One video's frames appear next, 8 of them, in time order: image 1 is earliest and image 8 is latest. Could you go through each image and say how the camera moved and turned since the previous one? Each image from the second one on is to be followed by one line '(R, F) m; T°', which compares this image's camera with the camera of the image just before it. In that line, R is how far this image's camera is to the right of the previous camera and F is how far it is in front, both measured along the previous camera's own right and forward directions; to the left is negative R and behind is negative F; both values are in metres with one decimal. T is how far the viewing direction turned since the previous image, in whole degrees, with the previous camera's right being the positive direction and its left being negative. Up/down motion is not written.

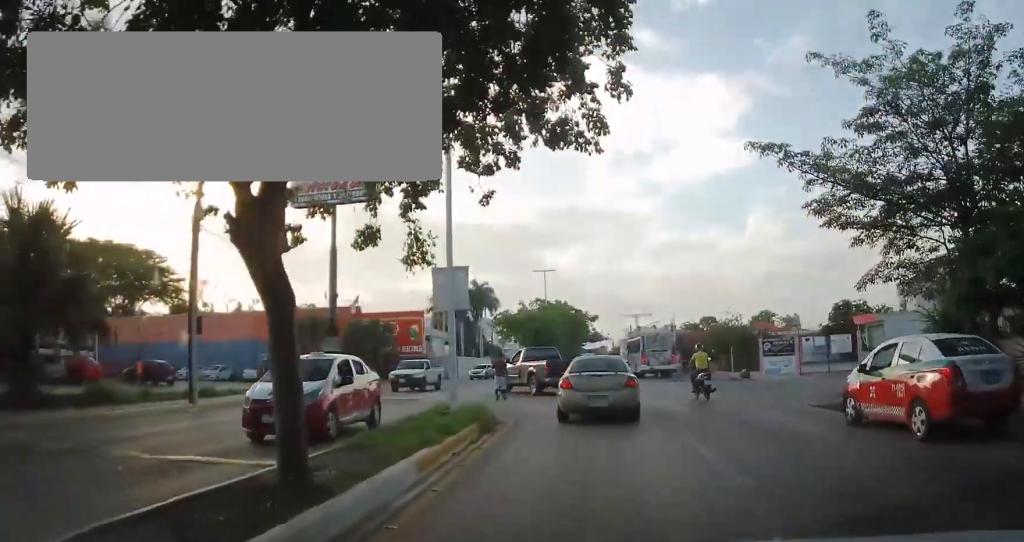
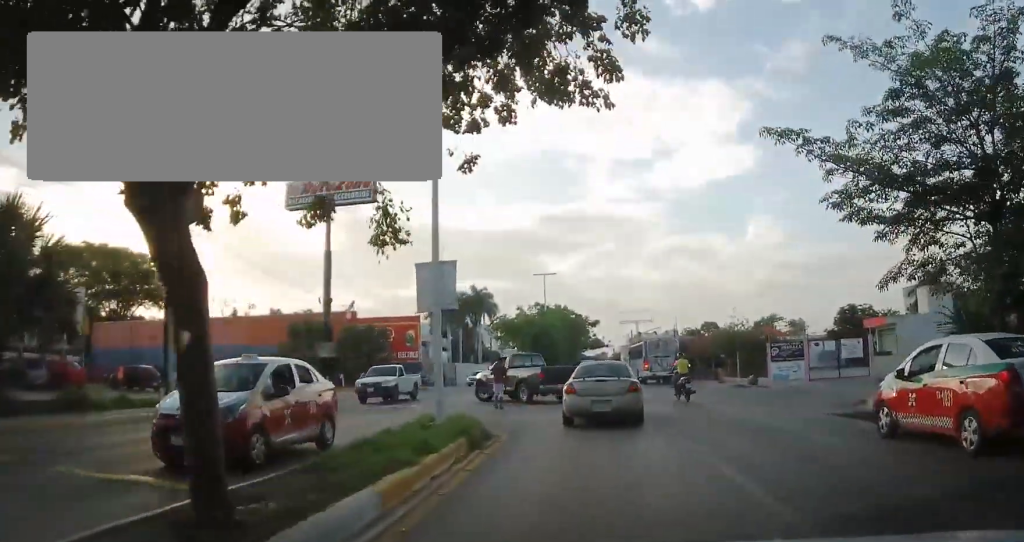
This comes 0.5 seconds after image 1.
(-0.1, +1.4) m; -3°
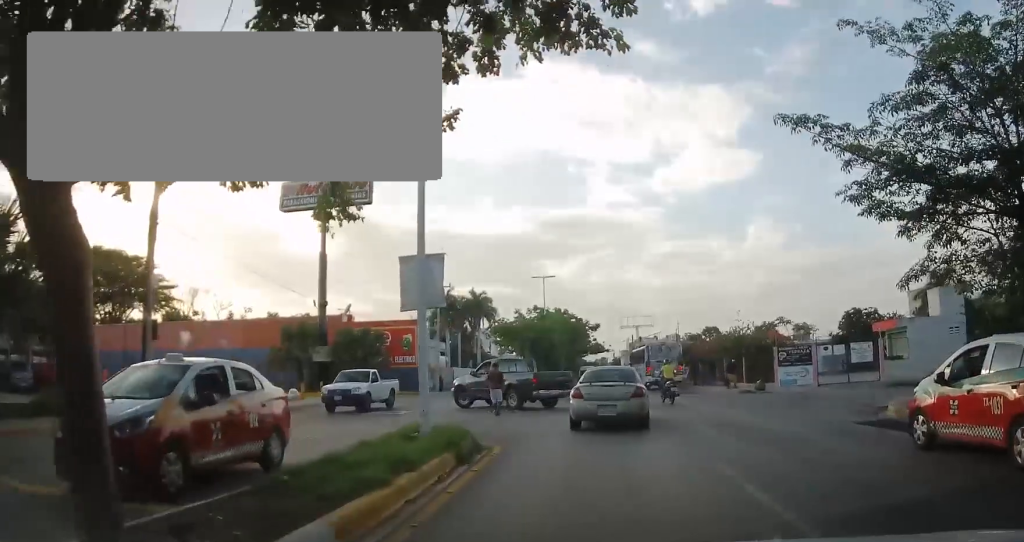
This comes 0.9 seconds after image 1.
(-0.1, +1.1) m; +1°
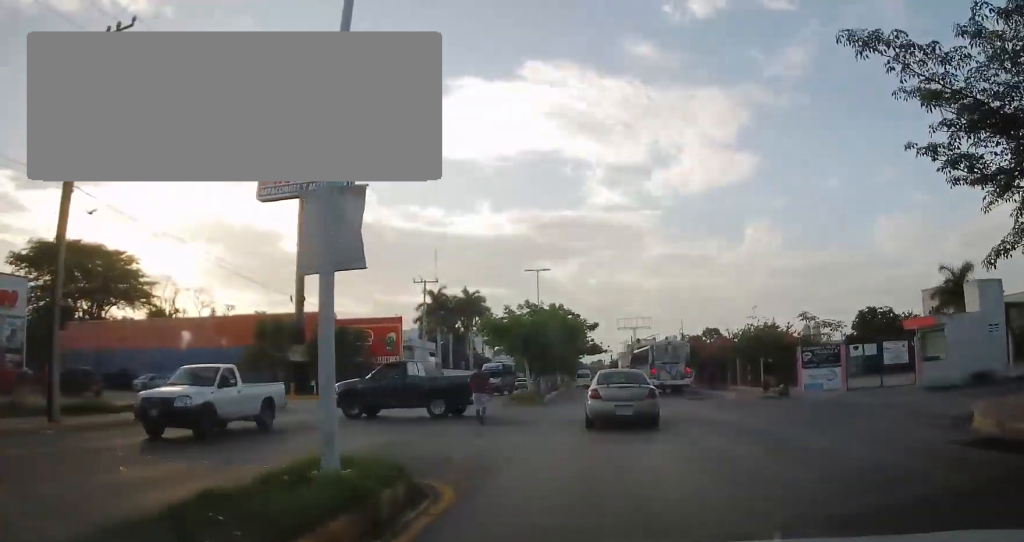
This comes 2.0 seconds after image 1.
(+0.1, +3.1) m; +11°
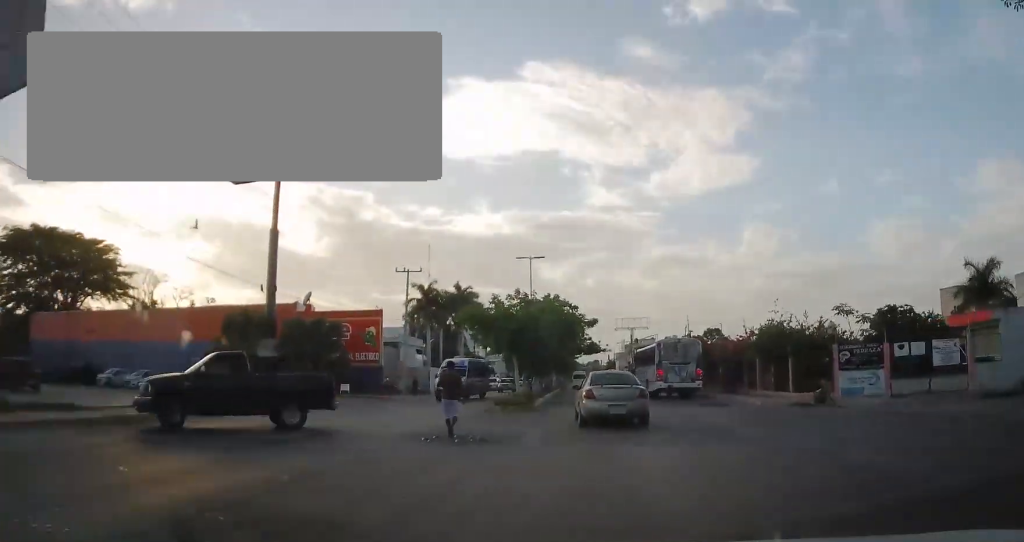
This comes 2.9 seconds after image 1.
(+0.4, +3.4) m; +6°
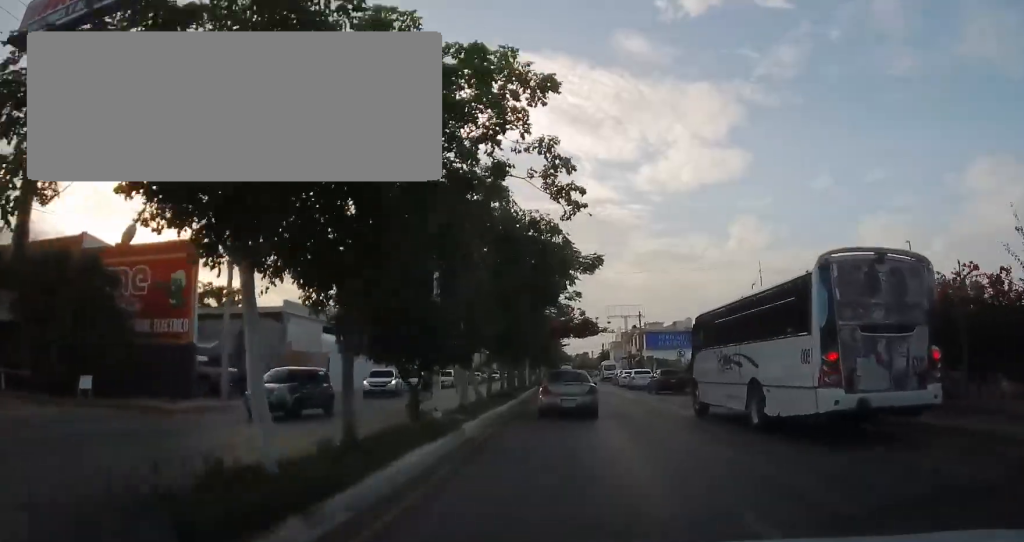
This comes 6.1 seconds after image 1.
(+0.3, +20.8) m; -3°
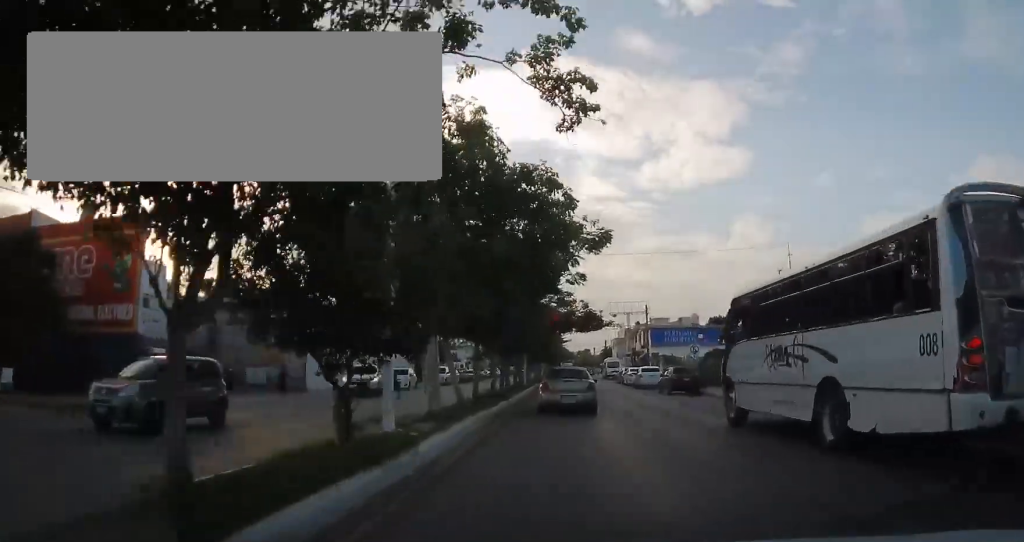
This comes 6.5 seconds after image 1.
(-0.1, +3.6) m; 0°
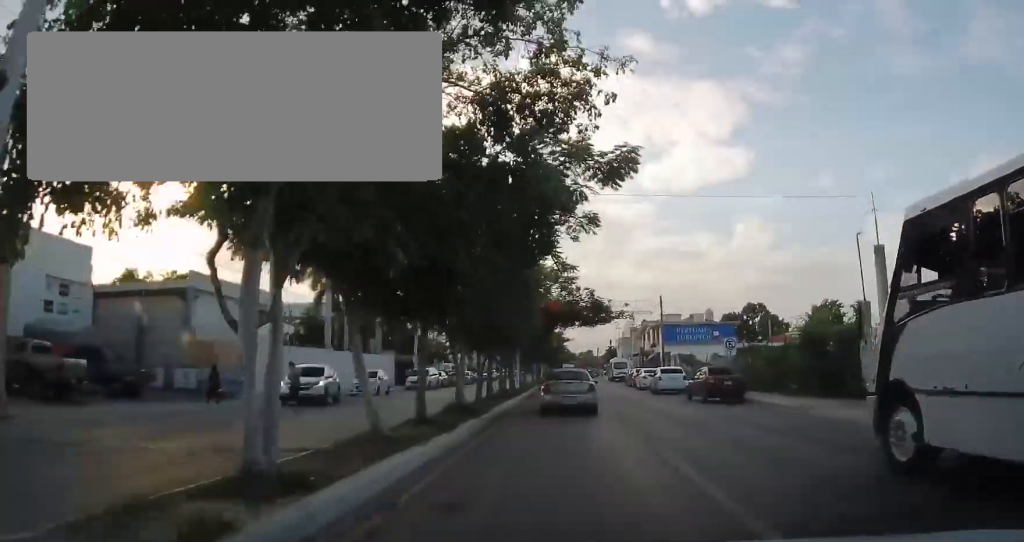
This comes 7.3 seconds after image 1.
(-0.1, +7.1) m; +1°
